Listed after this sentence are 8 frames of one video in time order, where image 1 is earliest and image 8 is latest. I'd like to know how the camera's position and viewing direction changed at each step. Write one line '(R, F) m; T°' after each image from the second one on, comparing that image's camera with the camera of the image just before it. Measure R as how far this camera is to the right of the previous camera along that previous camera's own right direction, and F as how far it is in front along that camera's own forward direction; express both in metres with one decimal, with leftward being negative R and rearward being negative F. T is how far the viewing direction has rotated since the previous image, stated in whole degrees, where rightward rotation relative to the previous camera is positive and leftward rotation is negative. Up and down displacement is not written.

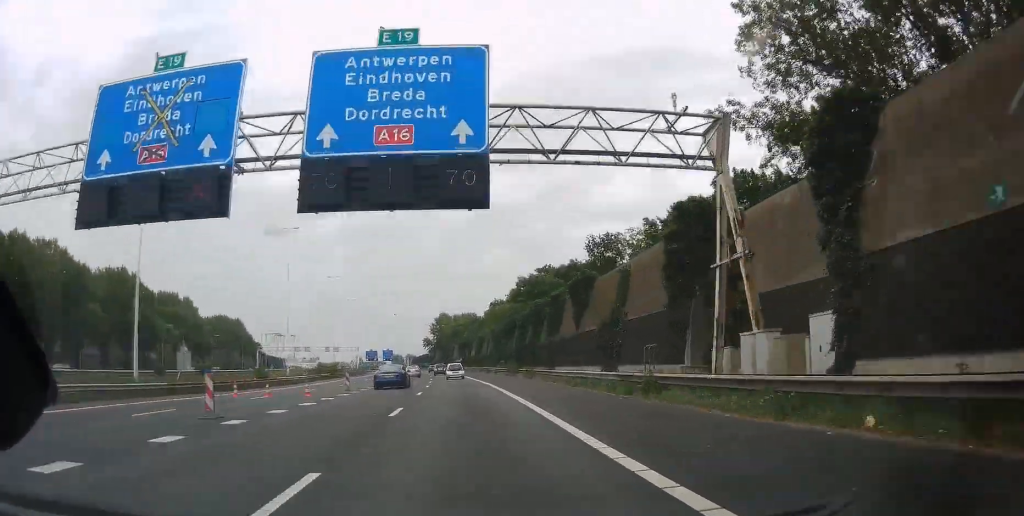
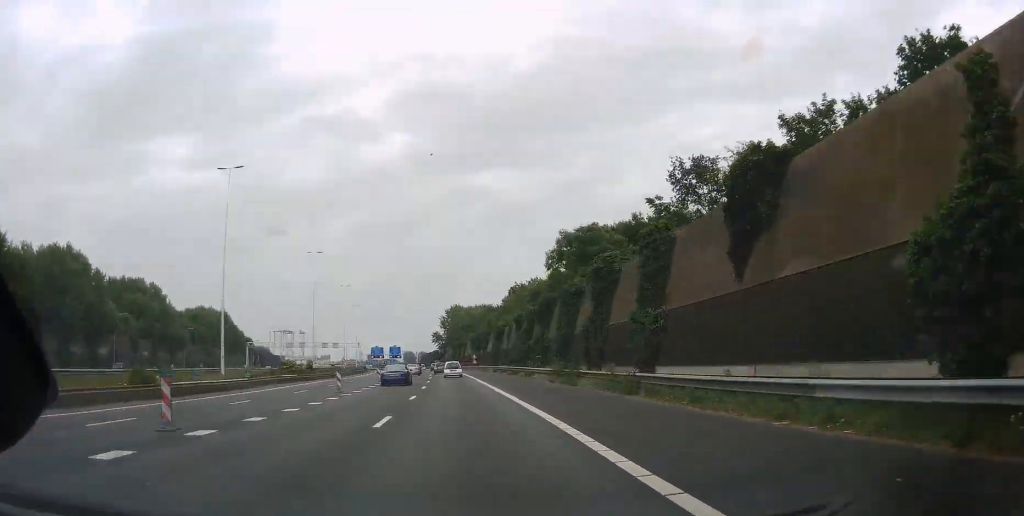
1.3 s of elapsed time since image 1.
(-0.4, +26.3) m; -2°
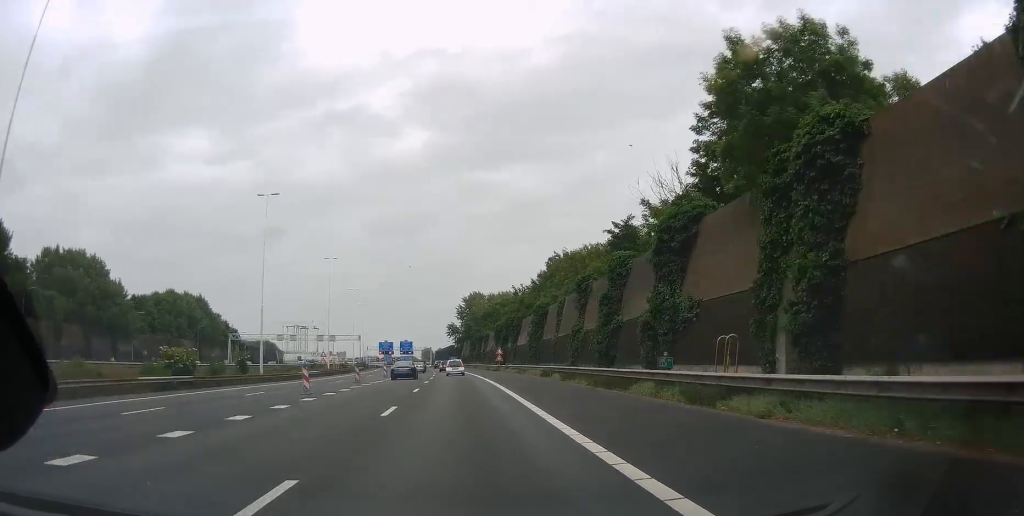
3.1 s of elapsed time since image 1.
(-0.5, +34.1) m; -1°
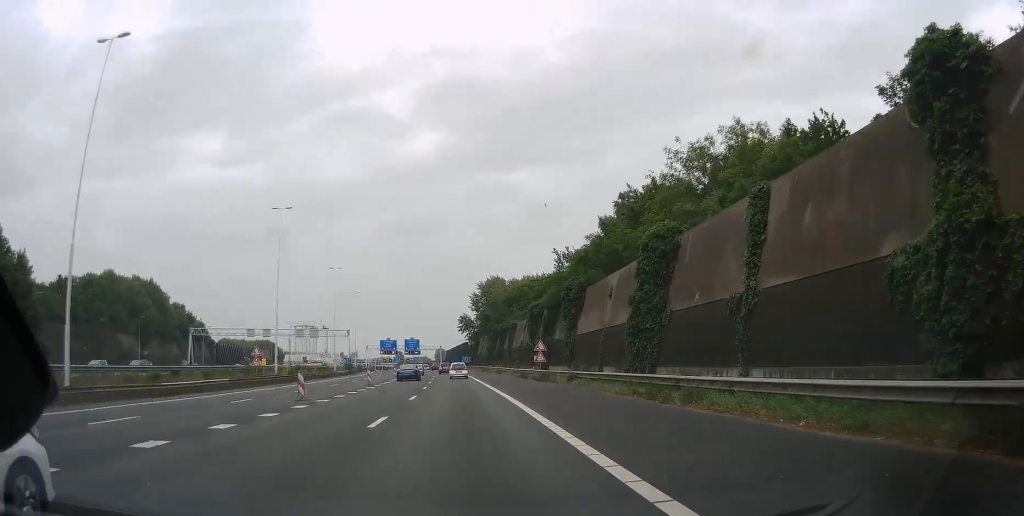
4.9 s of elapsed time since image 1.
(0.0, +36.7) m; -2°
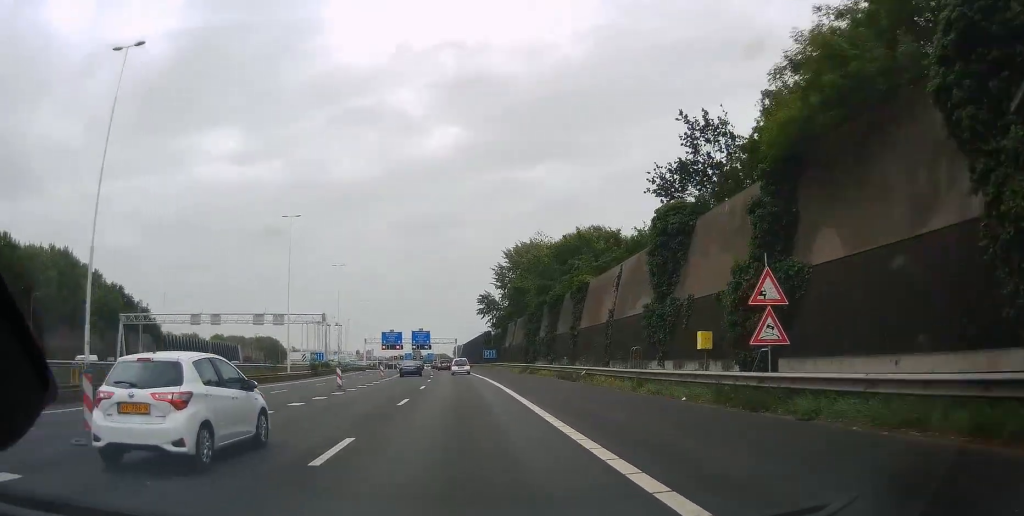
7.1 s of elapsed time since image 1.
(-1.2, +42.0) m; -2°
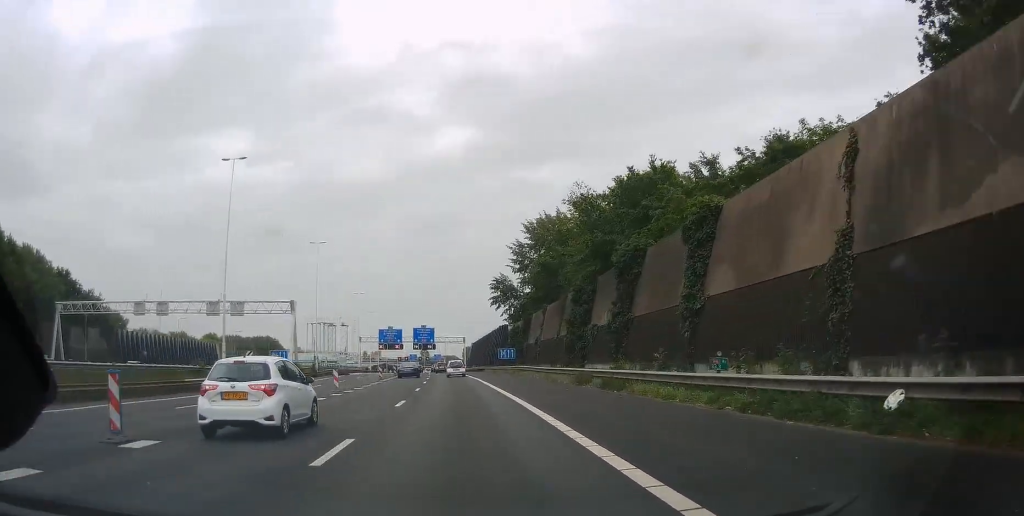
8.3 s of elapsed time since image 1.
(0.0, +23.7) m; -1°
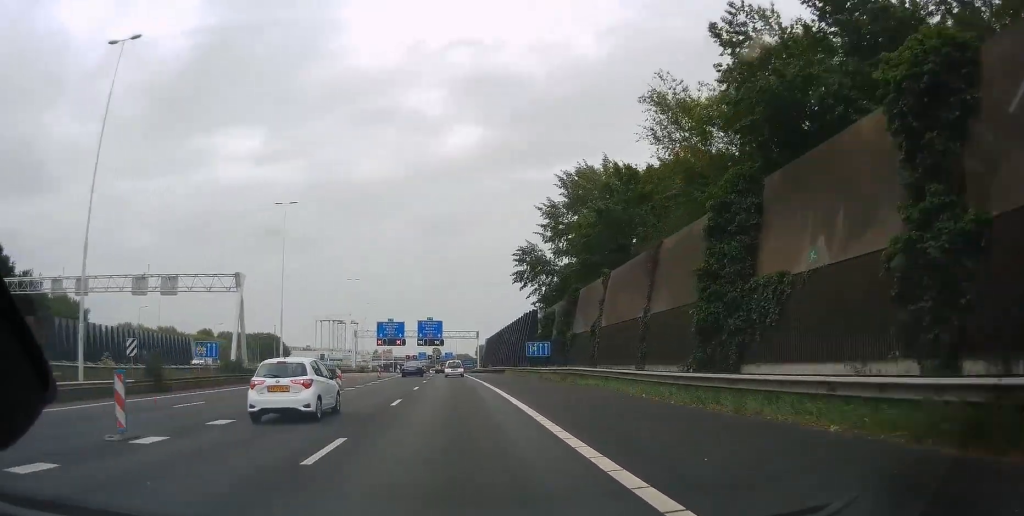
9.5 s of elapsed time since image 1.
(+0.1, +23.7) m; -1°
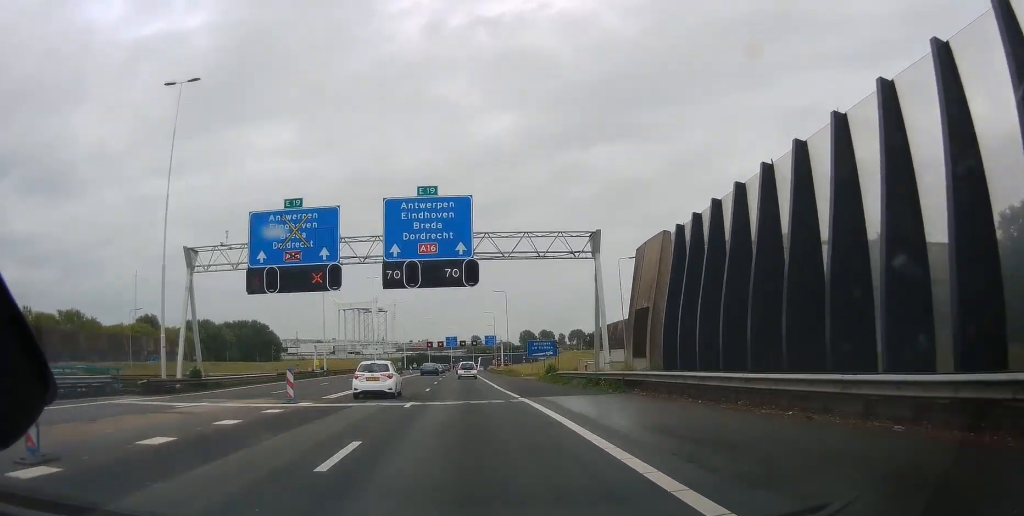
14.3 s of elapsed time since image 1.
(-3.4, +96.6) m; -3°
